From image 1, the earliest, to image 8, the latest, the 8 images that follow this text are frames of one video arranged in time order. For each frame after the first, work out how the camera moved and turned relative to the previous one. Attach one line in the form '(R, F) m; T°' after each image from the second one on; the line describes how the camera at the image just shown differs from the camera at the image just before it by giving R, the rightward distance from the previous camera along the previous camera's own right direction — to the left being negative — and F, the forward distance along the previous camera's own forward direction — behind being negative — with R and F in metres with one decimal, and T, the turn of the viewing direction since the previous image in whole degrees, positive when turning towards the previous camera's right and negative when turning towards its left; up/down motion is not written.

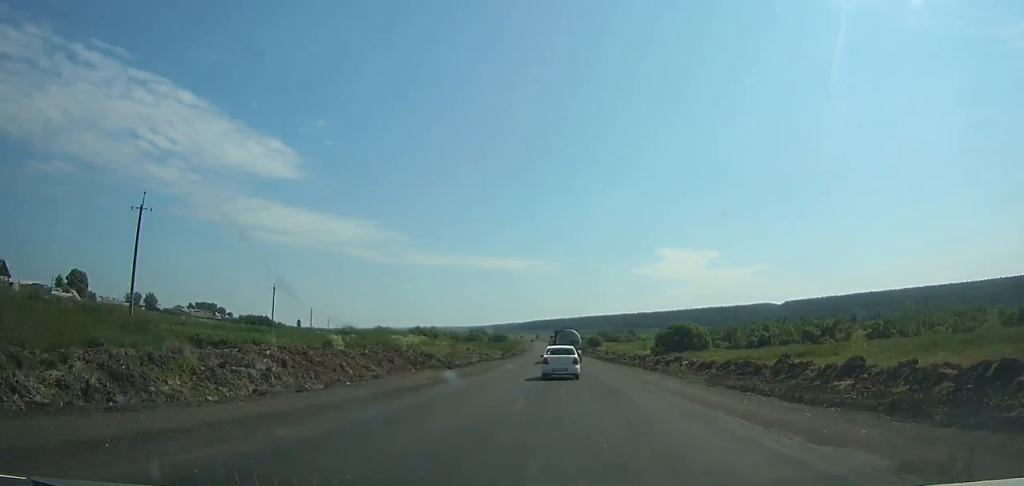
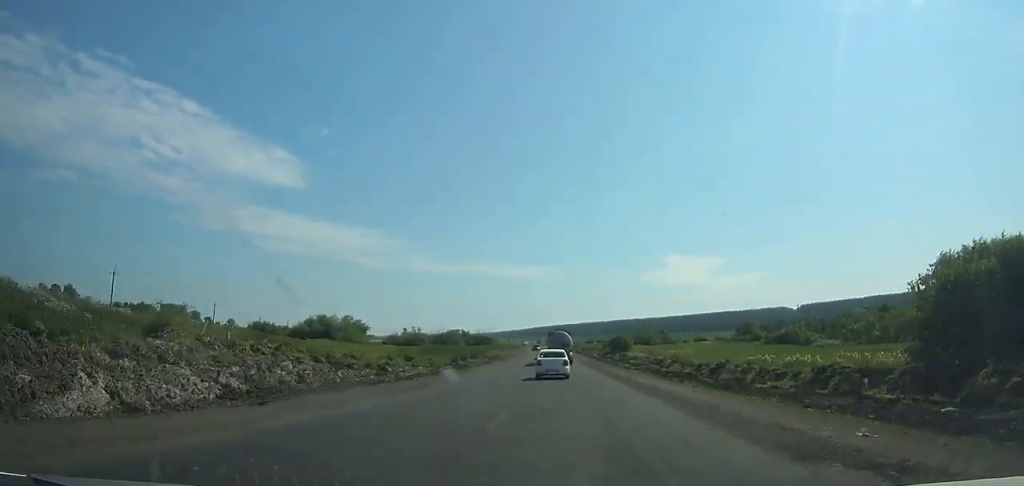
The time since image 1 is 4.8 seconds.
(-0.1, +86.3) m; 0°
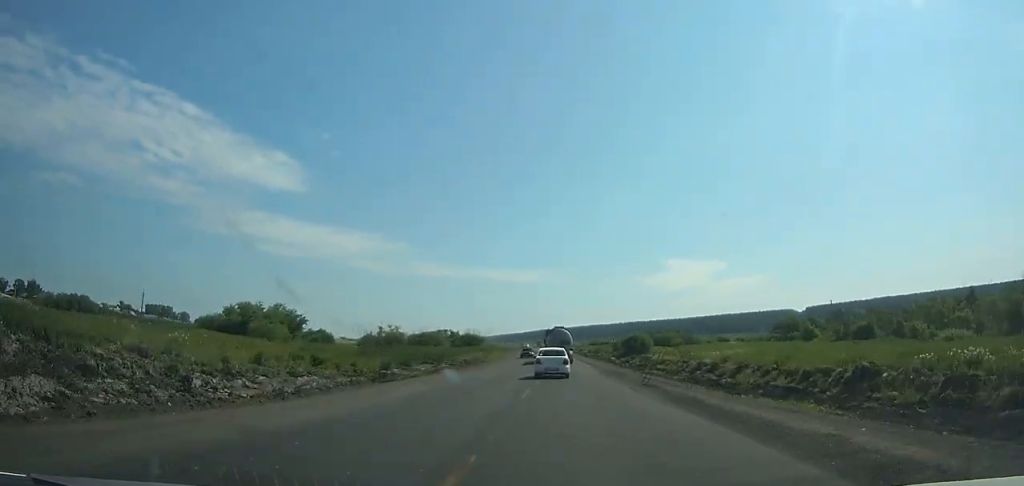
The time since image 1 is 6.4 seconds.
(0.0, +28.6) m; 0°
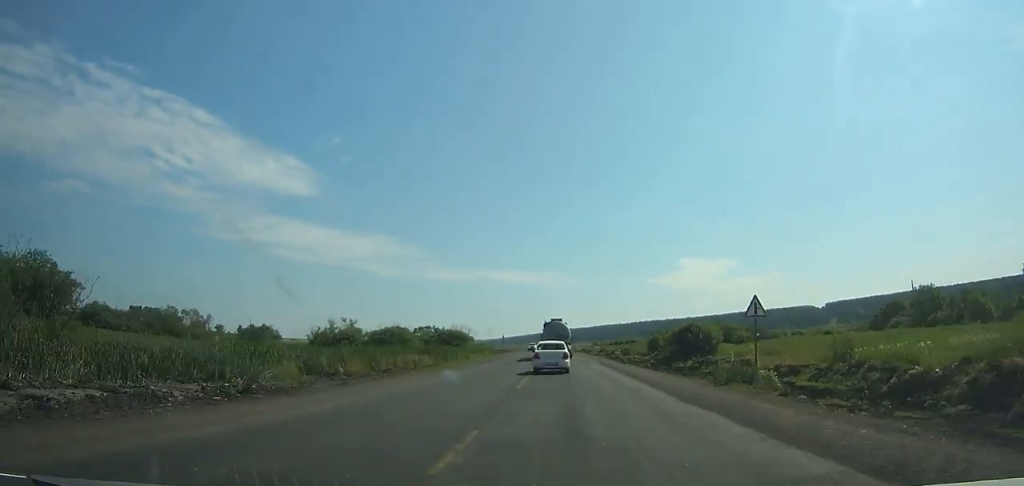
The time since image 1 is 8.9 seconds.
(-0.3, +43.9) m; -1°
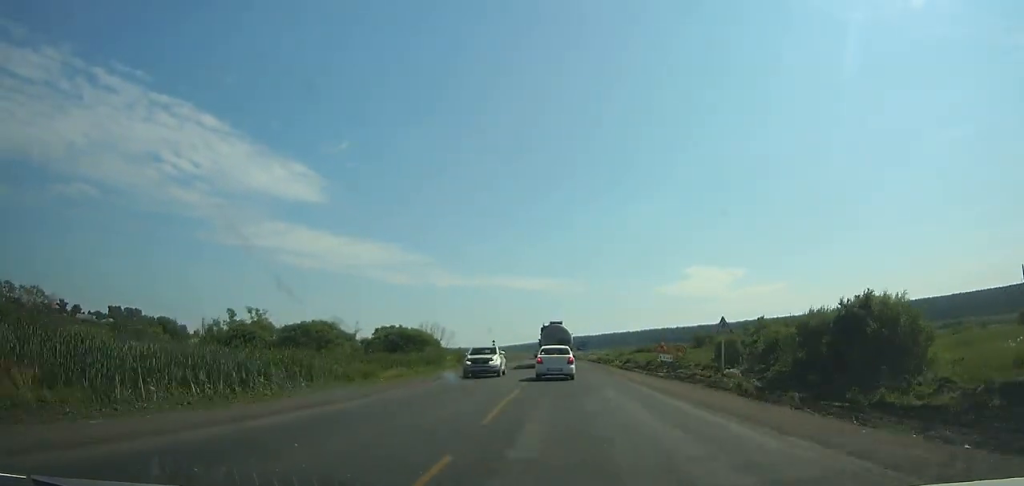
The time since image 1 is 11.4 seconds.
(-0.4, +41.7) m; -1°
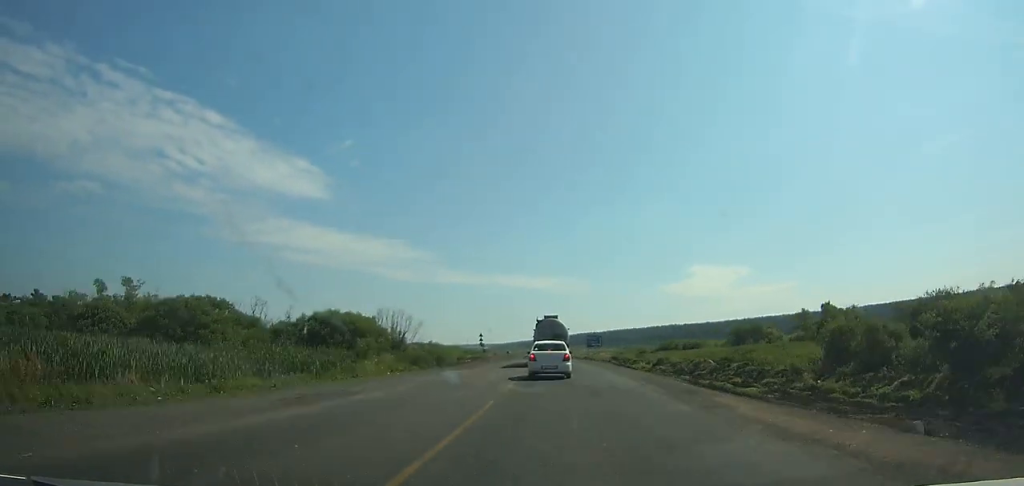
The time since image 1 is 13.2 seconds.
(-0.1, +28.5) m; -1°
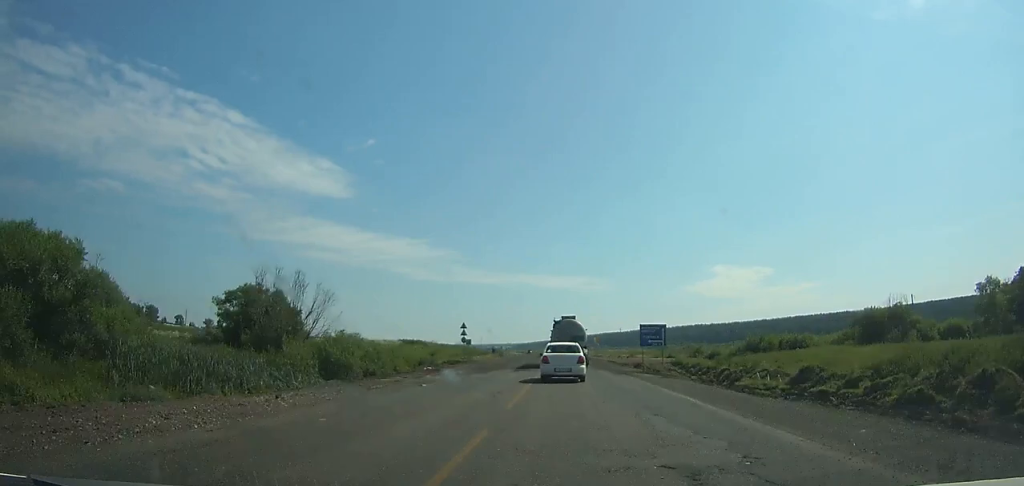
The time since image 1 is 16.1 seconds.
(-0.4, +42.6) m; -1°
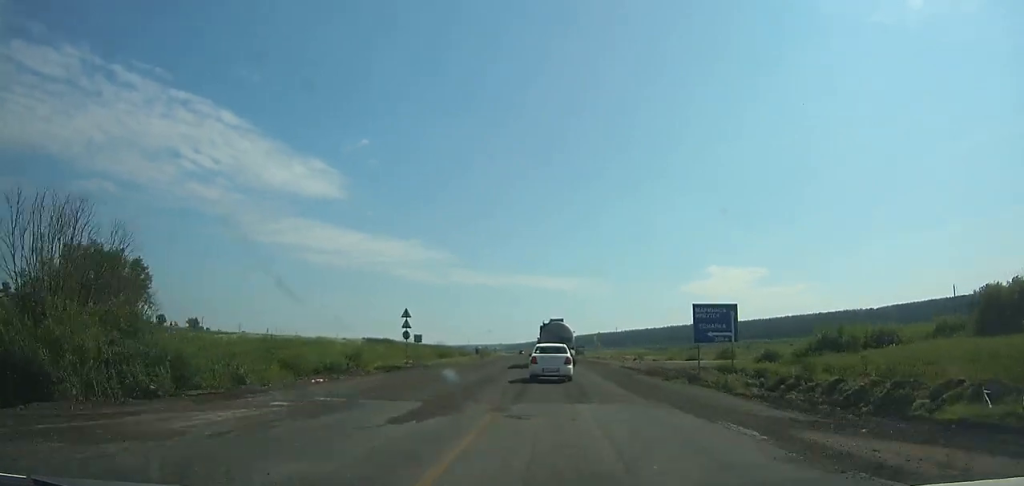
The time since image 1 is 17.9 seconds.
(-0.2, +24.7) m; -1°
